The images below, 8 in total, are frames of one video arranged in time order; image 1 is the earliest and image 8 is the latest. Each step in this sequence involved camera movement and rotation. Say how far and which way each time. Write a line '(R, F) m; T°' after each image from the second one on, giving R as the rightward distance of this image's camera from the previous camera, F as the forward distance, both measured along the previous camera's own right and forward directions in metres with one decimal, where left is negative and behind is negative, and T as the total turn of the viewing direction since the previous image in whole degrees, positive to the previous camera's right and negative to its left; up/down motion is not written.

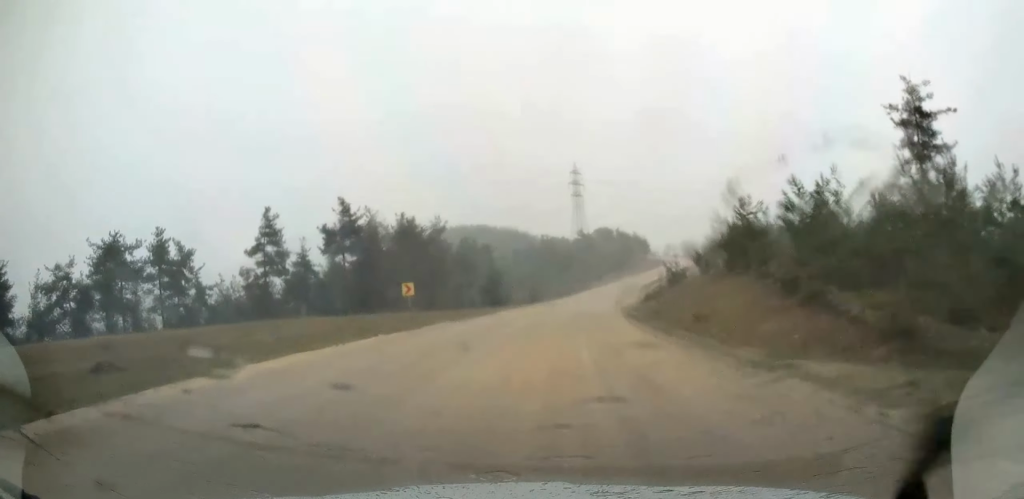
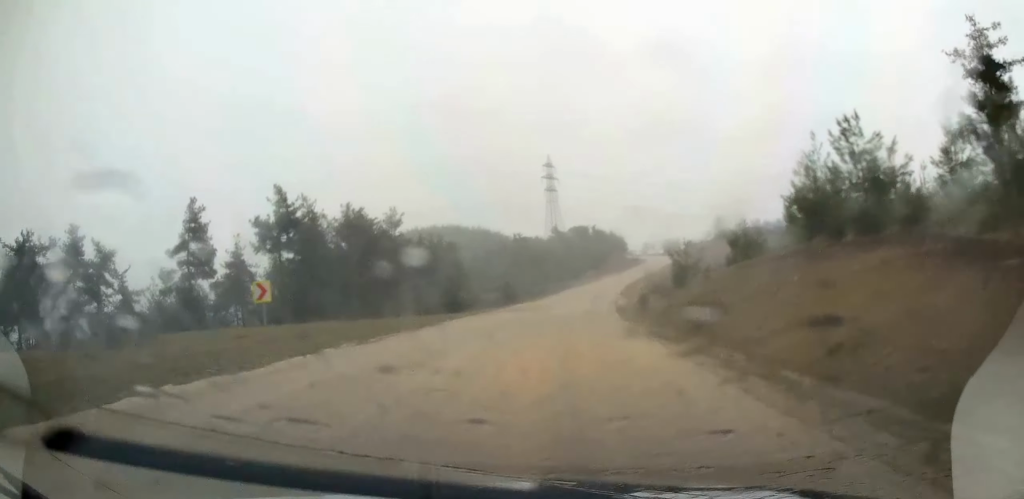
(+0.2, +14.3) m; +2°
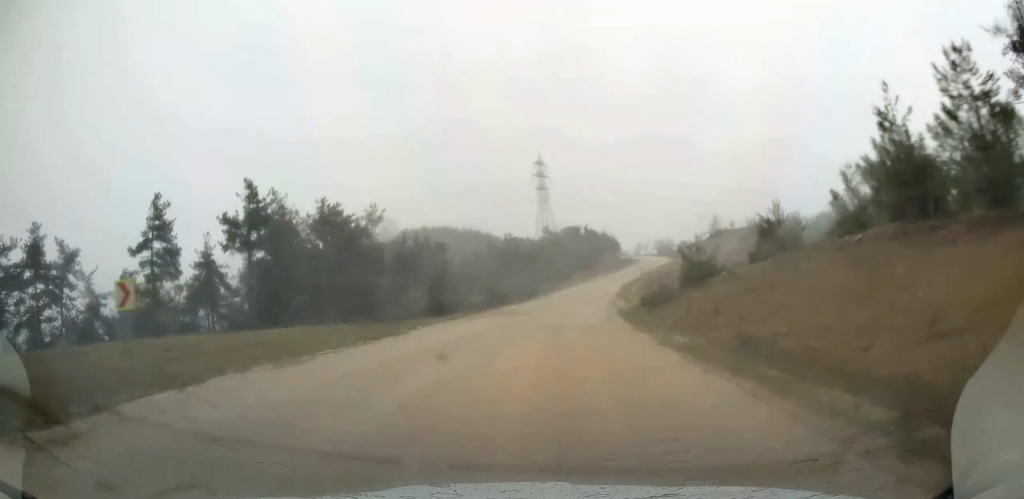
(0.0, +6.2) m; +1°
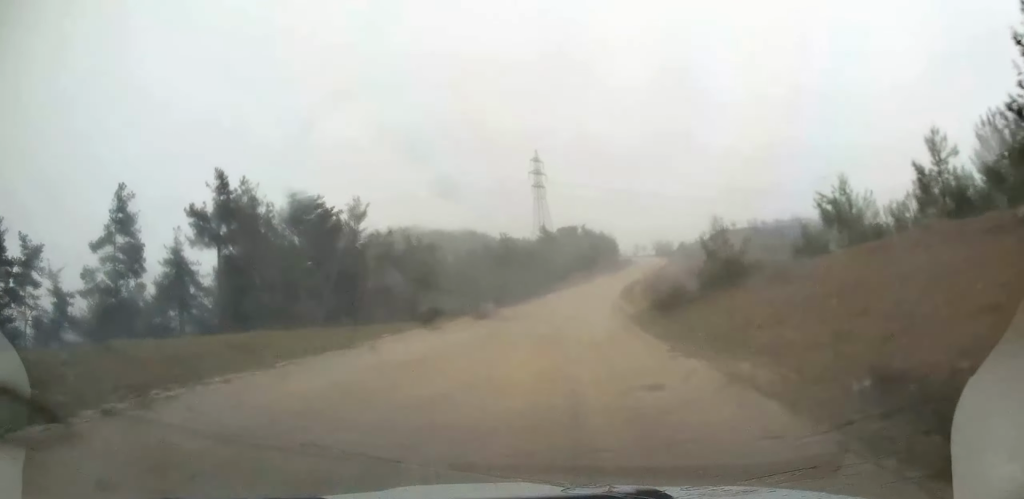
(+0.1, +6.7) m; +1°
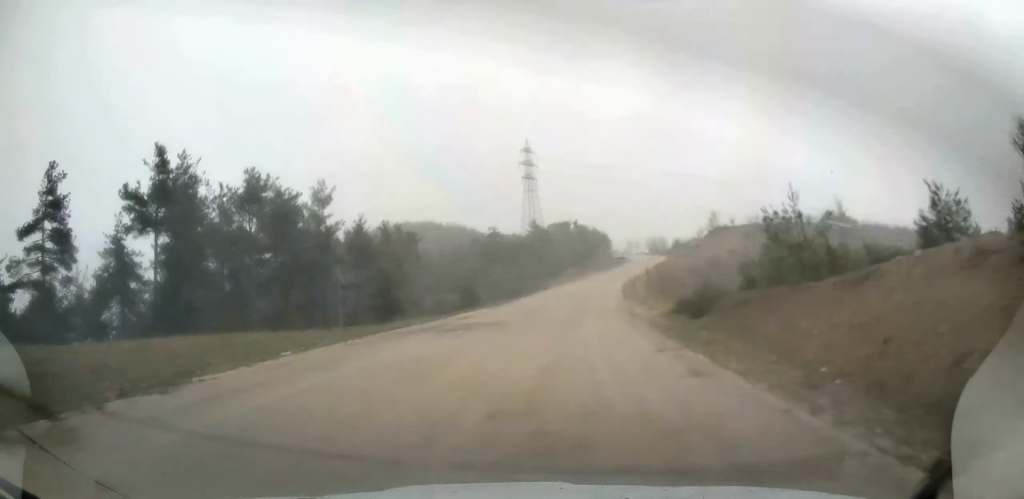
(+0.1, +10.5) m; +1°
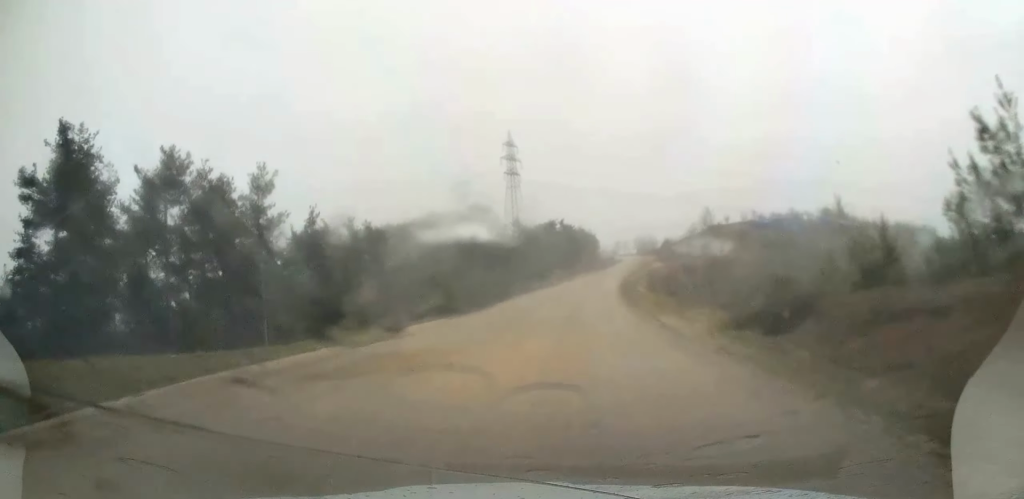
(0.0, +12.6) m; +2°
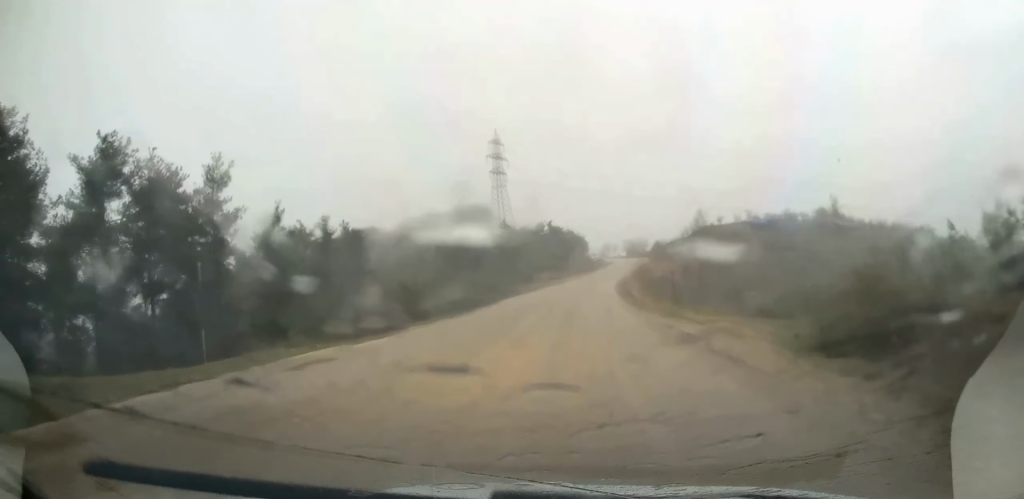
(+0.1, +6.8) m; +1°
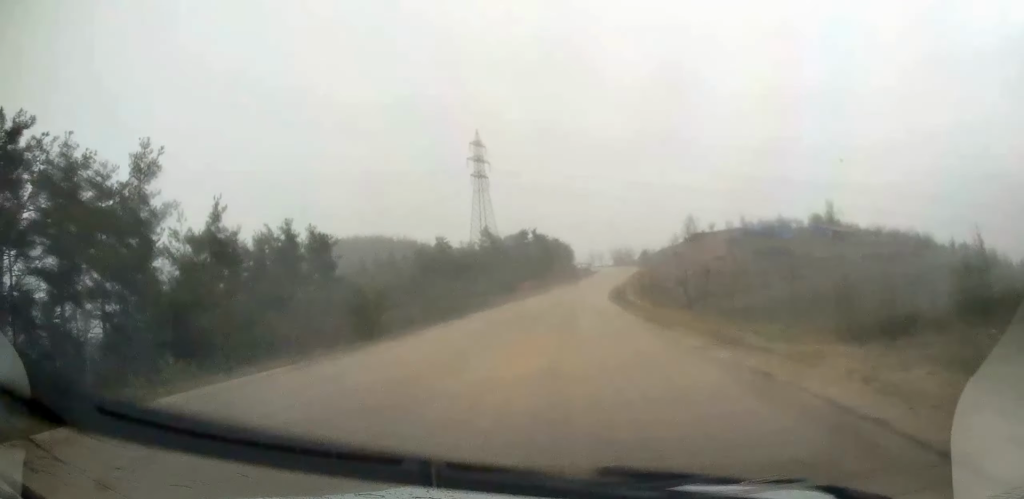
(+0.2, +9.2) m; +1°
